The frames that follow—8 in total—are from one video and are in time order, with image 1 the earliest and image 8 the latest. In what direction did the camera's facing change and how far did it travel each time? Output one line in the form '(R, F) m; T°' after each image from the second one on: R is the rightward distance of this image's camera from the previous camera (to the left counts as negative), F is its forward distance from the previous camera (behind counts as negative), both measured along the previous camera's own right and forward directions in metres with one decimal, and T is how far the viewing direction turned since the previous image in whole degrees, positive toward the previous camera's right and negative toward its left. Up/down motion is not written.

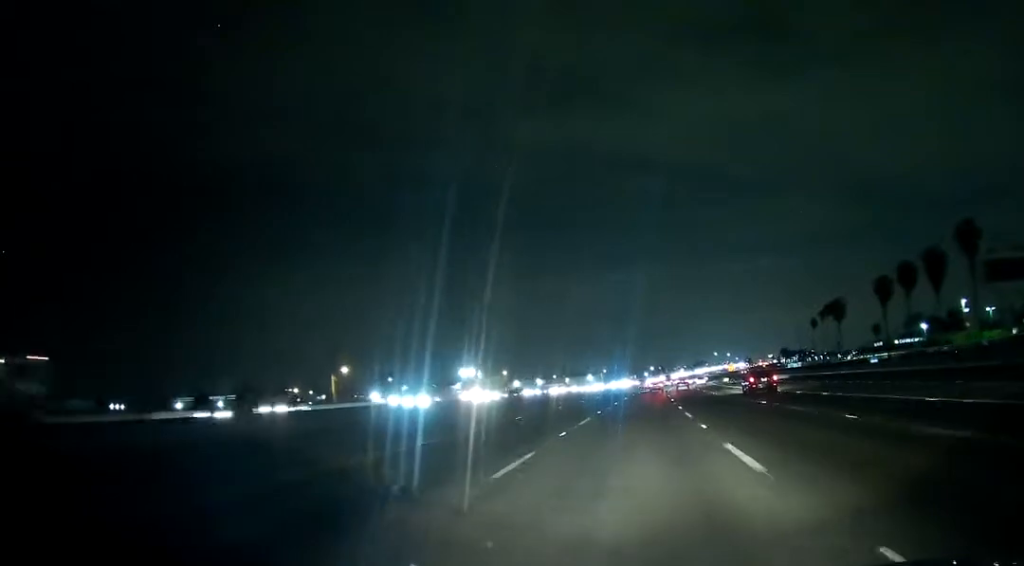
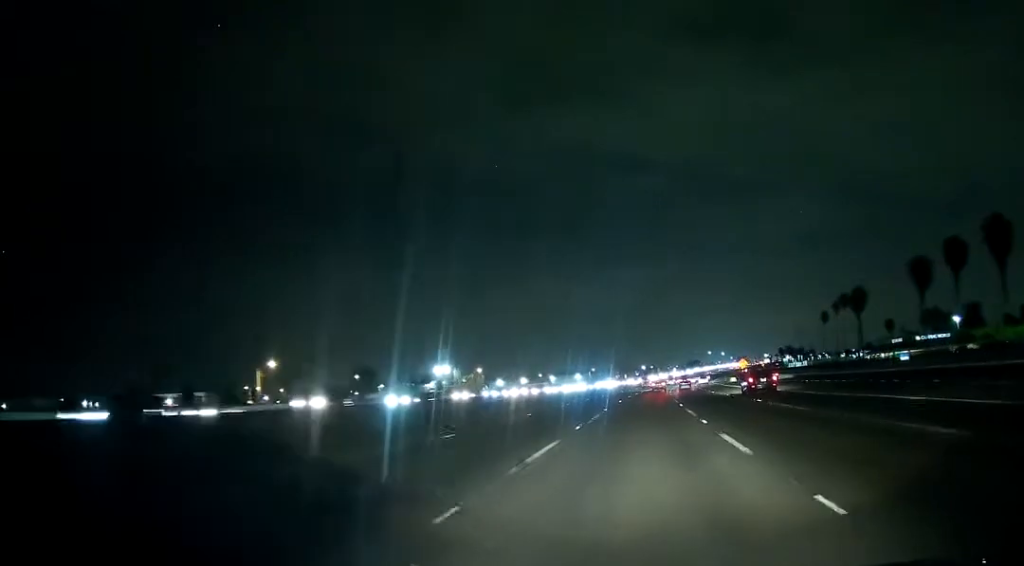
(+0.2, +26.1) m; +1°
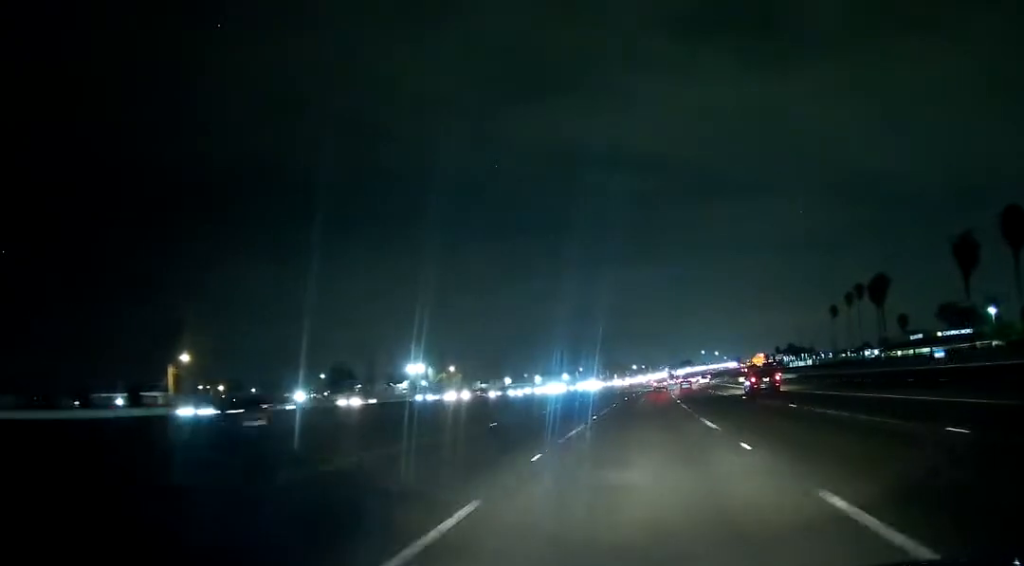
(+0.1, +23.4) m; 0°
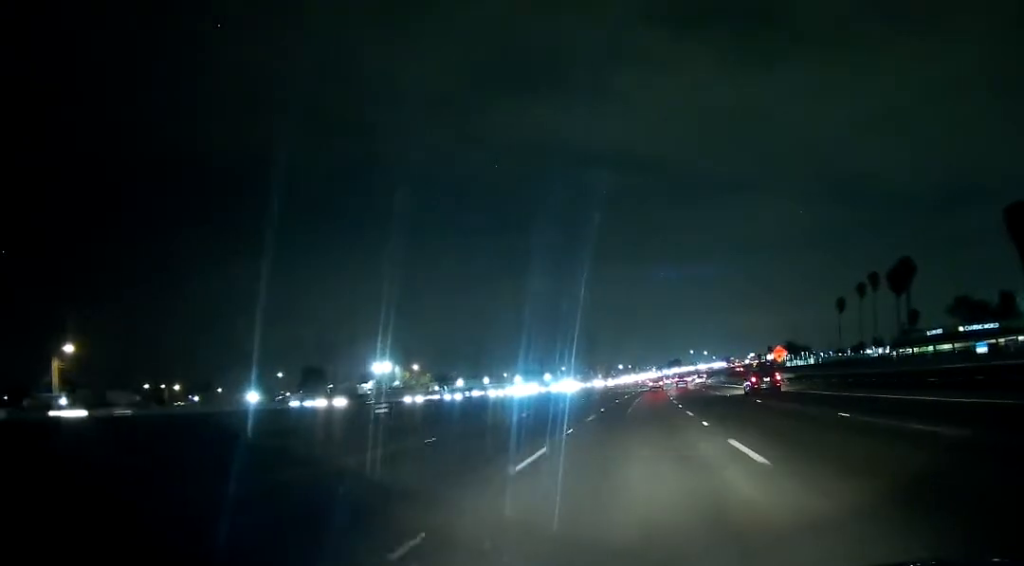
(0.0, +22.7) m; 0°
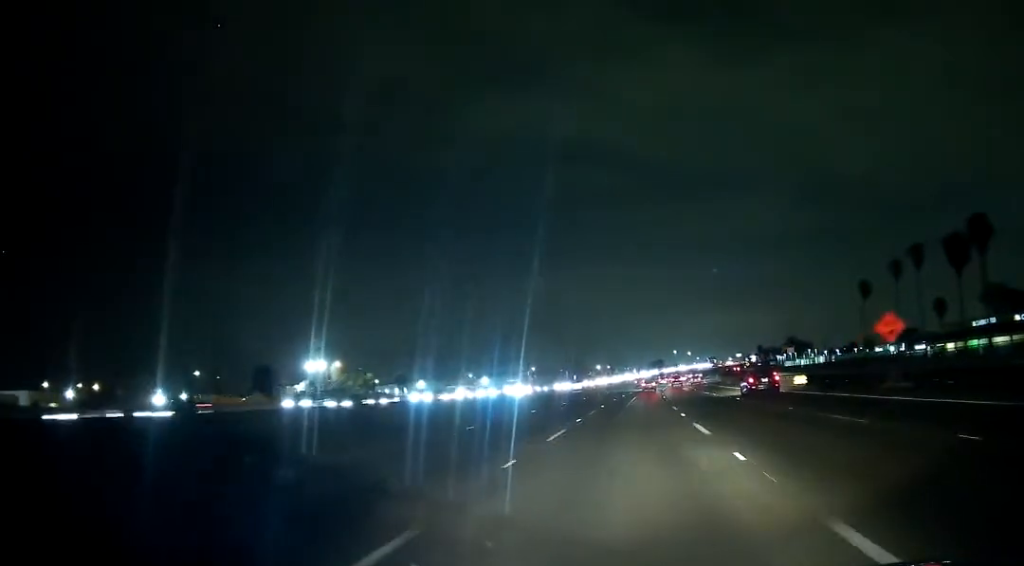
(+0.5, +38.2) m; +2°
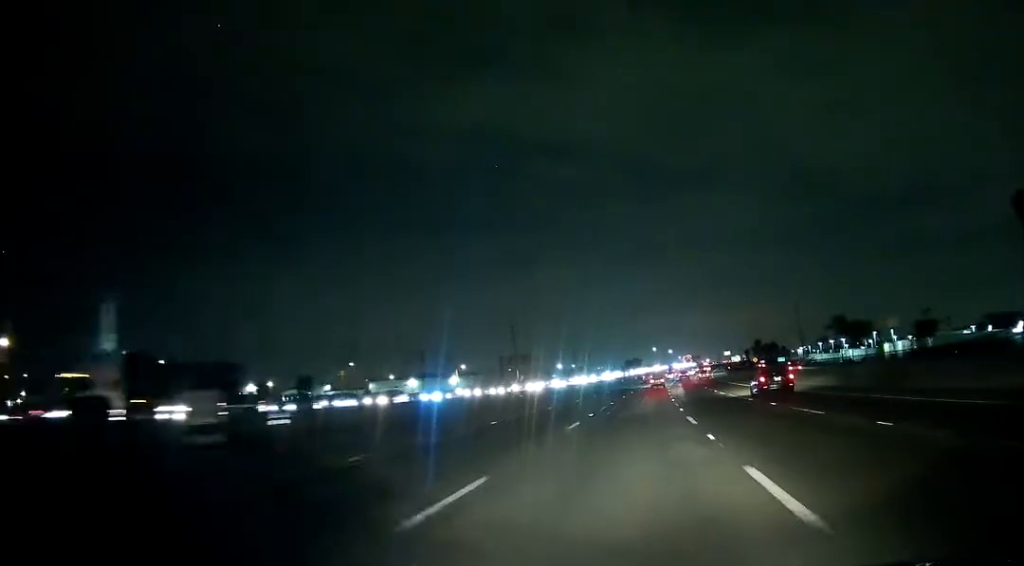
(+1.7, +83.9) m; +2°
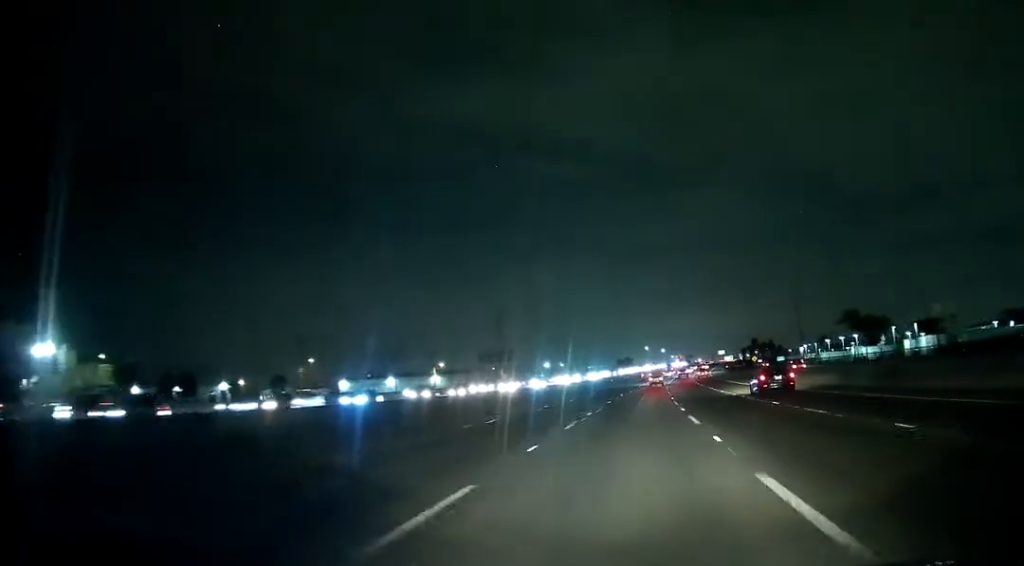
(+0.2, +15.3) m; 0°
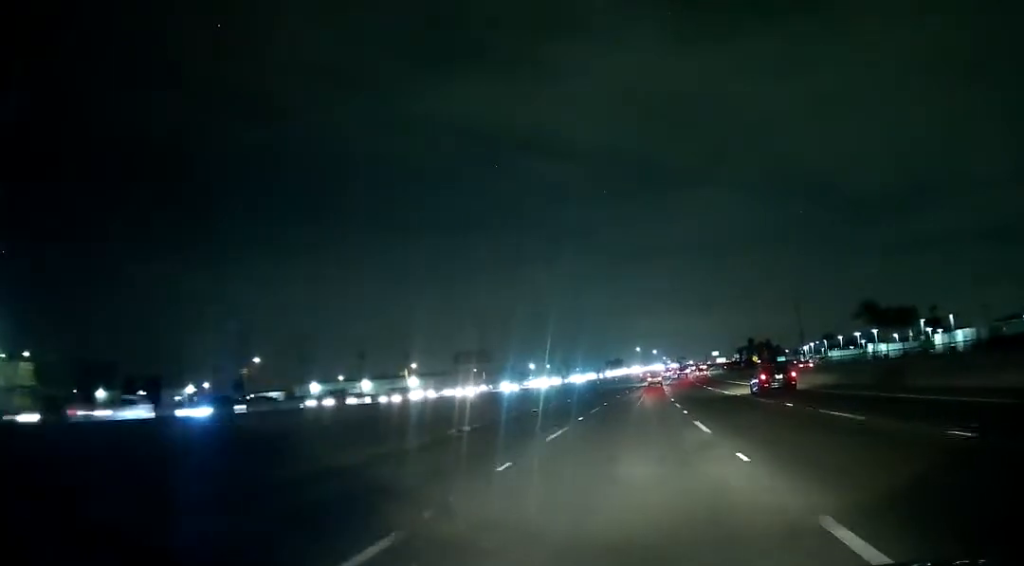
(+0.1, +17.4) m; +1°
